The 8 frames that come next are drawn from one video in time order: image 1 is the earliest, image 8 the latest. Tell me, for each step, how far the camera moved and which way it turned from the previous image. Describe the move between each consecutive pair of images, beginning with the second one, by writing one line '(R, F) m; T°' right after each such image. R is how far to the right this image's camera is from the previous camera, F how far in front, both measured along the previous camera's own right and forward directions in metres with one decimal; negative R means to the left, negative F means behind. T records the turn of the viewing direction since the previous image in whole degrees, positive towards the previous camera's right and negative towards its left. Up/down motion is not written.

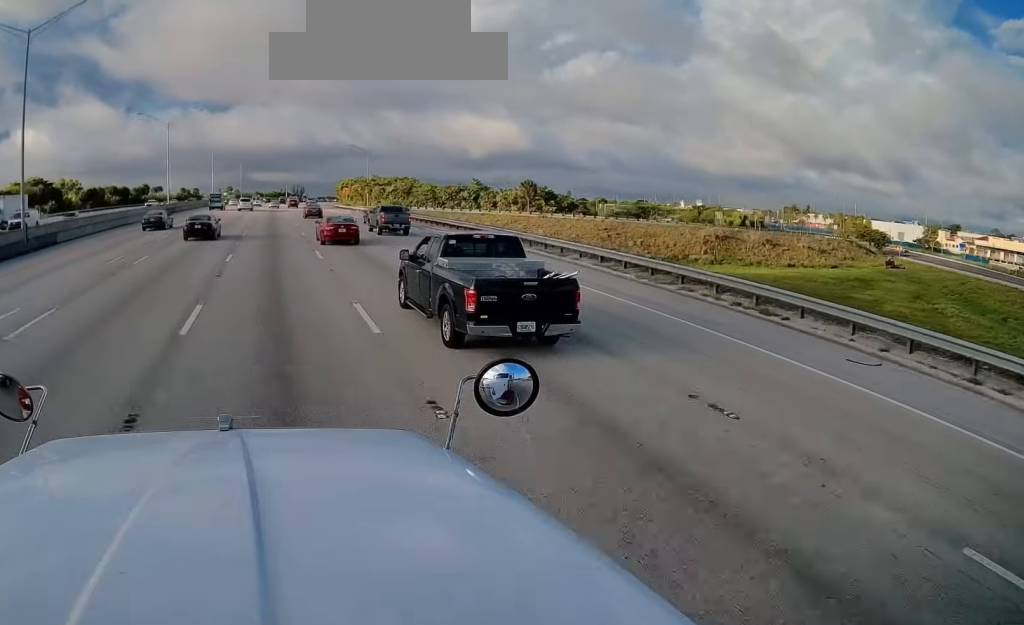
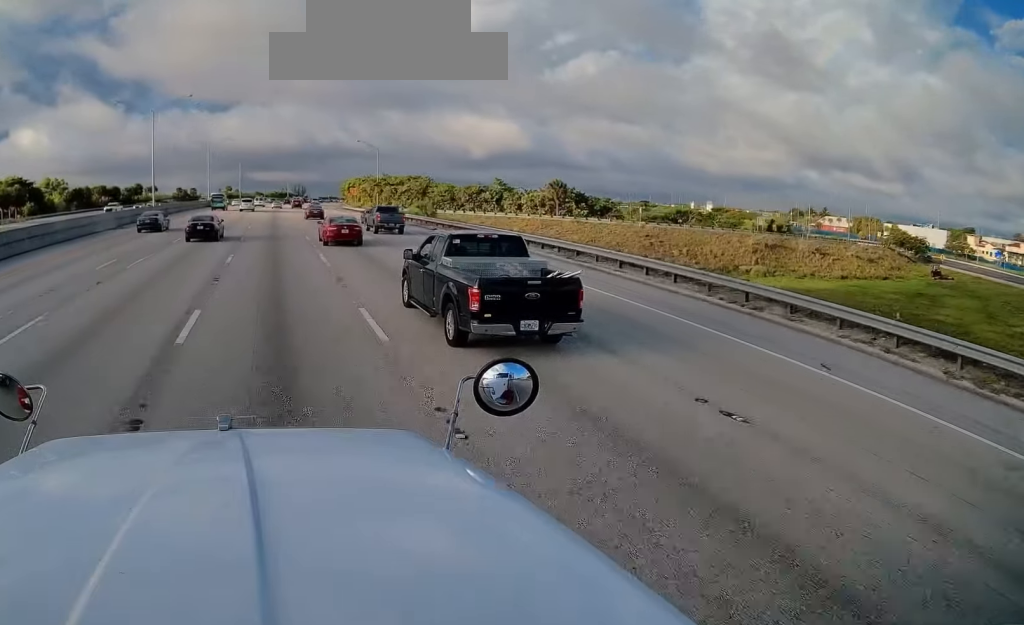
(0.0, +14.4) m; 0°
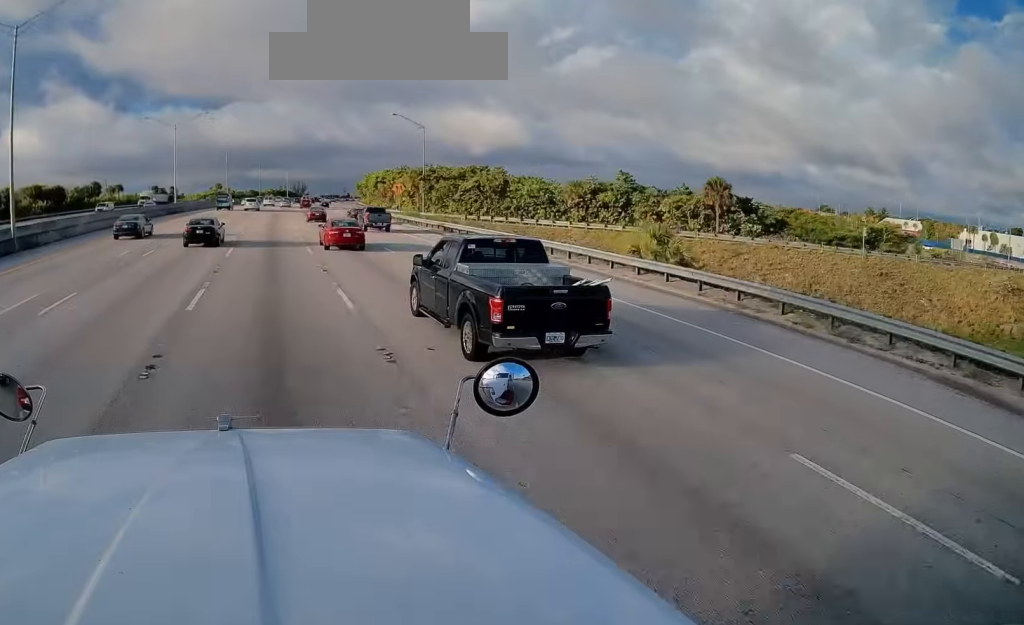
(+0.2, +47.5) m; +1°
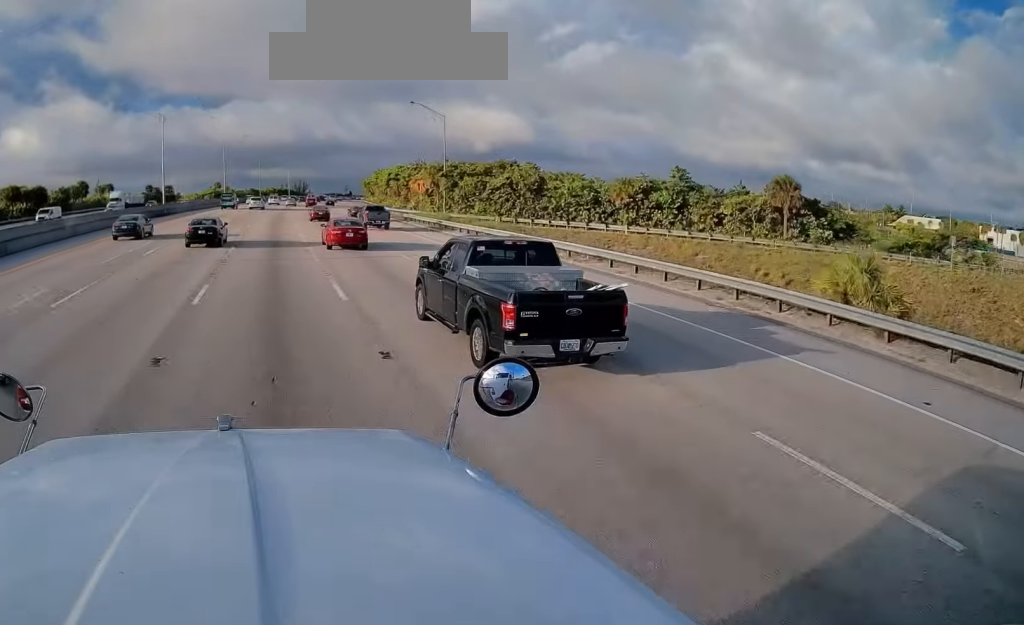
(0.0, +11.8) m; 0°
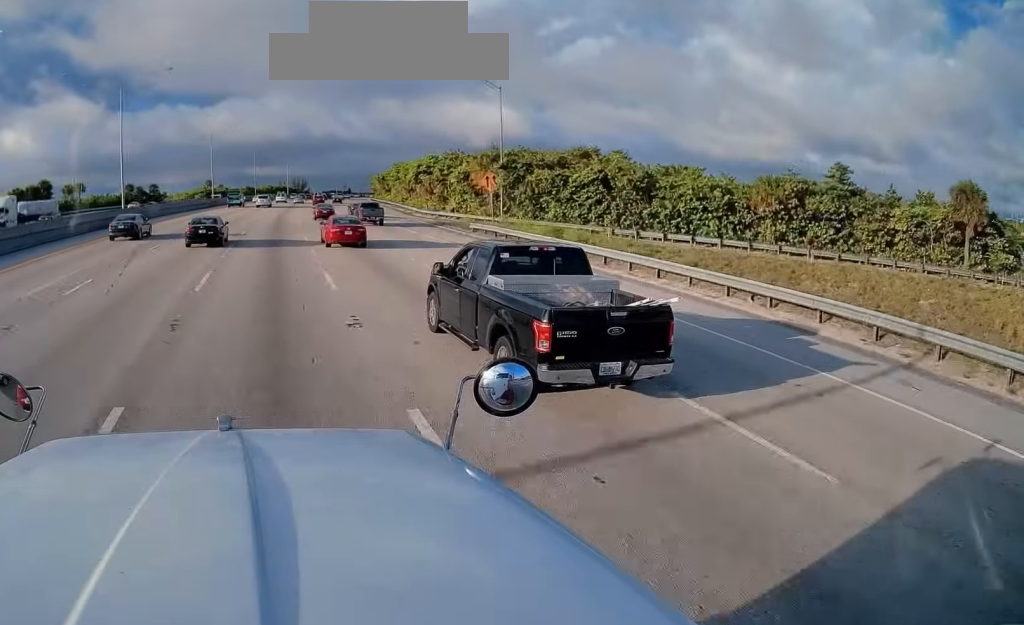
(-0.1, +23.5) m; 0°
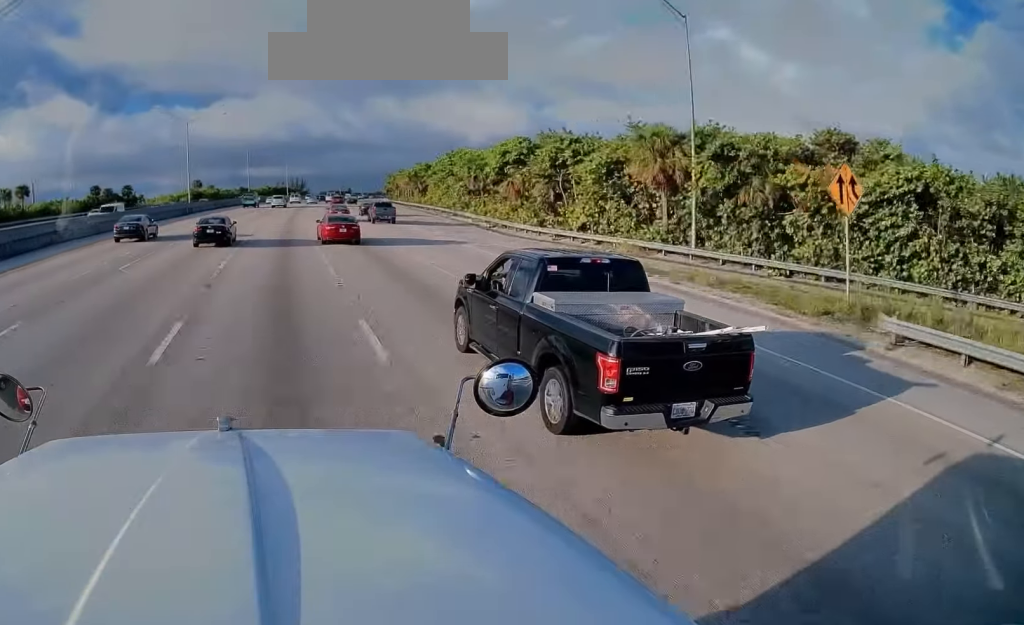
(0.0, +31.9) m; +1°
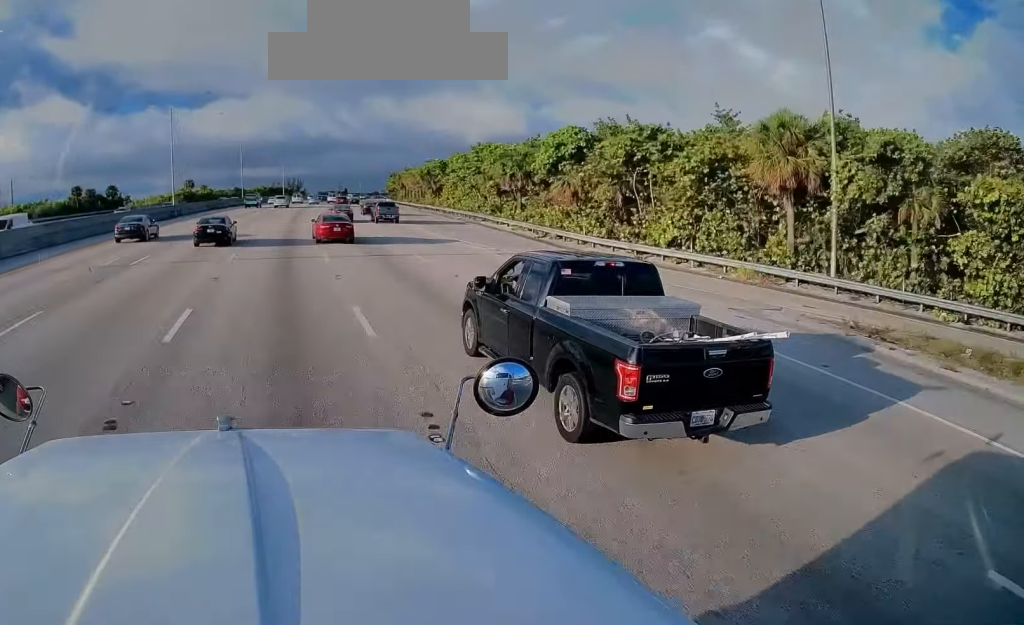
(+0.1, +10.8) m; +1°
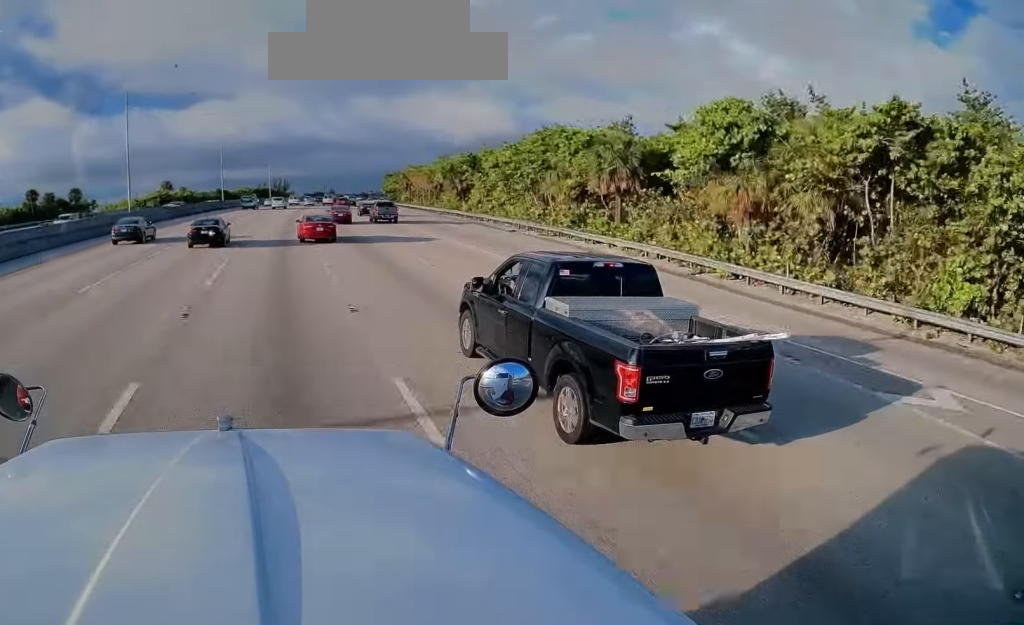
(+0.3, +17.9) m; +1°
